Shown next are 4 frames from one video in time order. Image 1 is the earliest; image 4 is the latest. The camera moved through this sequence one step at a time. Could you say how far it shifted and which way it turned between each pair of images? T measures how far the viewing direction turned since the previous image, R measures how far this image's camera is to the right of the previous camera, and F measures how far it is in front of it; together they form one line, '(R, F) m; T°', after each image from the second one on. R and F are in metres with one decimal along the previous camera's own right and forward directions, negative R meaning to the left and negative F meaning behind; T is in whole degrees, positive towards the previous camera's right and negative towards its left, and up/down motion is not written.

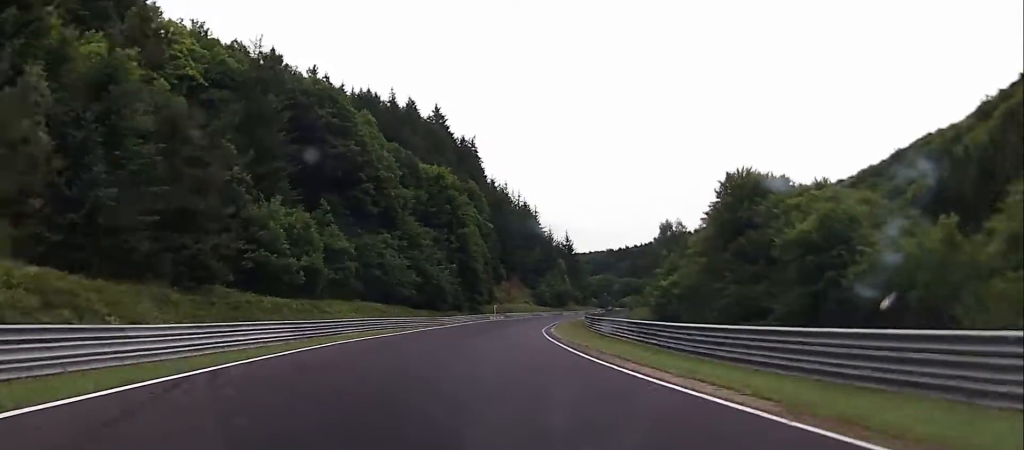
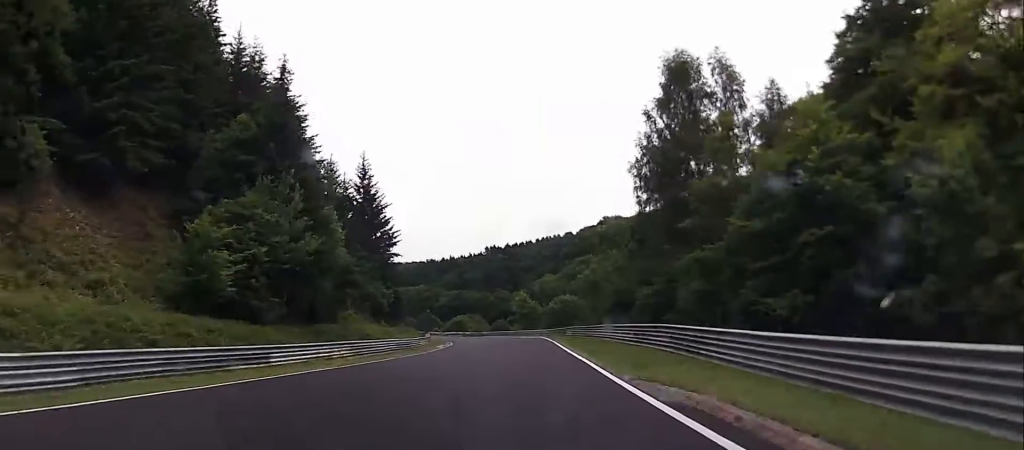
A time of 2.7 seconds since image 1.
(+16.6, +112.2) m; +16°
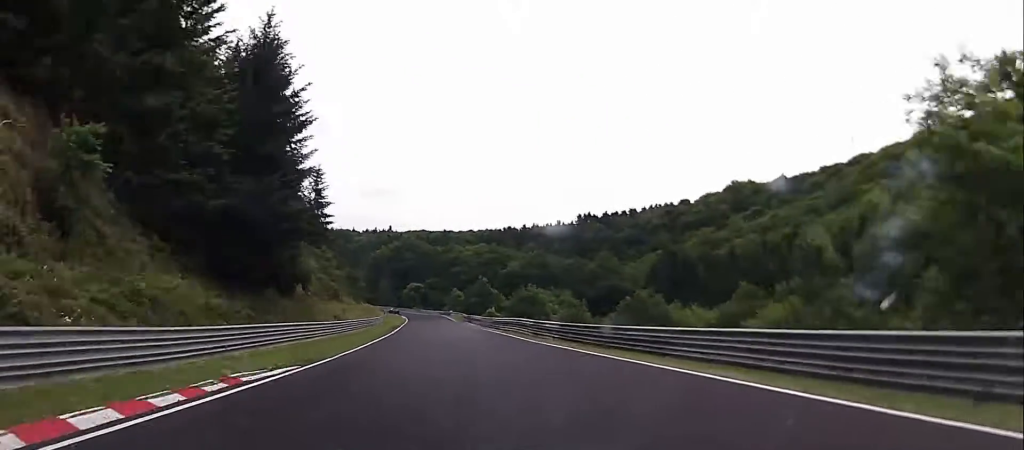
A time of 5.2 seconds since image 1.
(-2.1, +103.9) m; -7°
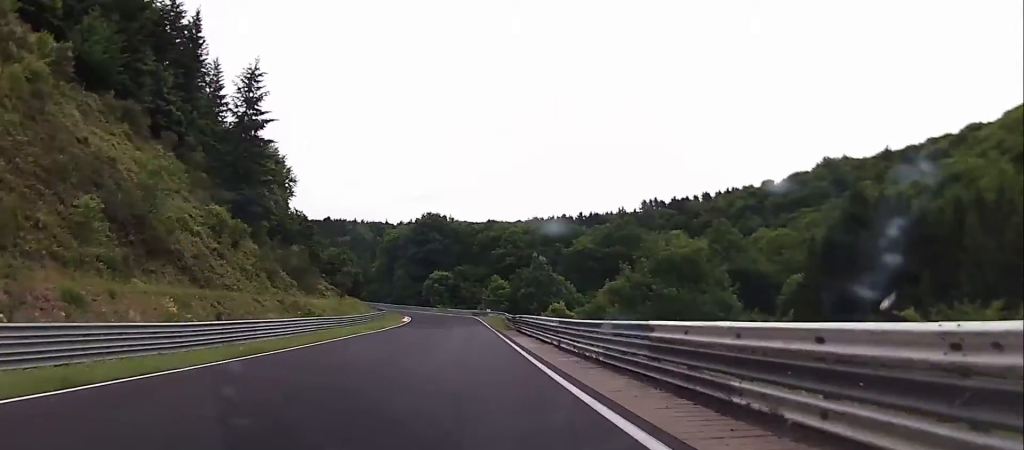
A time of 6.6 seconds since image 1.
(-3.2, +54.1) m; -9°
